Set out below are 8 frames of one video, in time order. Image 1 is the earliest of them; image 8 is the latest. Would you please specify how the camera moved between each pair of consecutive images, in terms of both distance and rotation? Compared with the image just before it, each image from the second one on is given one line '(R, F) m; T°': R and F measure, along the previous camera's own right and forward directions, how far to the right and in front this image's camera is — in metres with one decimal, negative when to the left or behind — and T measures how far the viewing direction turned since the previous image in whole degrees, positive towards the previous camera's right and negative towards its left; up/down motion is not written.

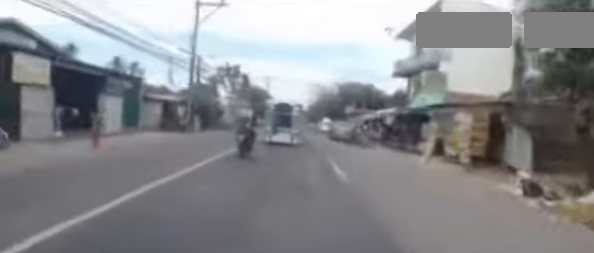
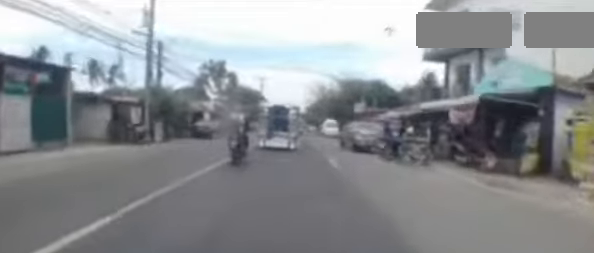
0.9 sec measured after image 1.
(-0.1, +7.4) m; -2°
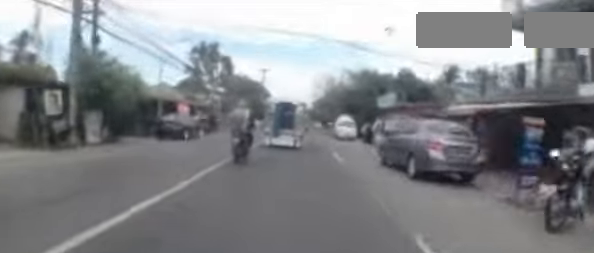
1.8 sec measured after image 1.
(-0.2, +7.2) m; -2°
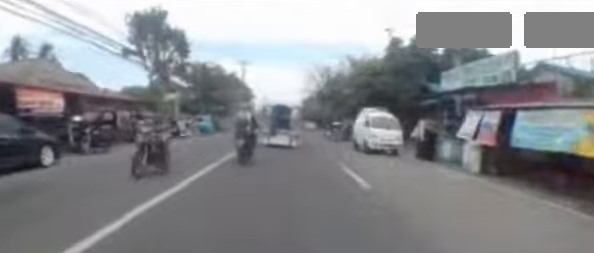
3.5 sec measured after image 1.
(0.0, +12.5) m; 0°
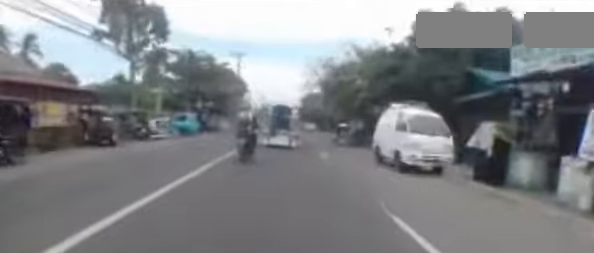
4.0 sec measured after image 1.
(0.0, +4.4) m; 0°
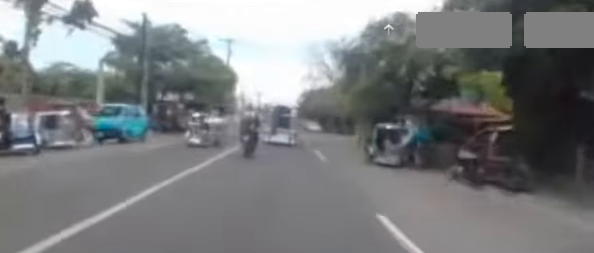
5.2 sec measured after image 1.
(0.0, +8.8) m; +3°
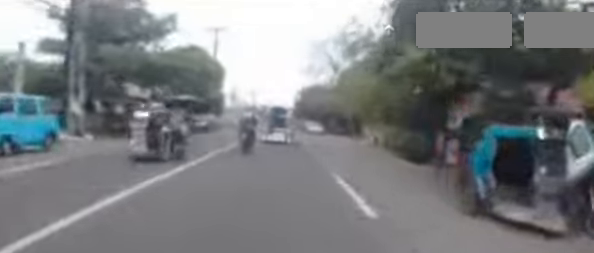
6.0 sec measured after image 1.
(+0.3, +6.3) m; +1°
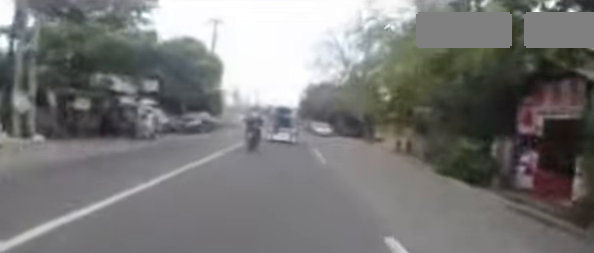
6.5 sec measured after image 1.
(+0.1, +3.5) m; 0°
